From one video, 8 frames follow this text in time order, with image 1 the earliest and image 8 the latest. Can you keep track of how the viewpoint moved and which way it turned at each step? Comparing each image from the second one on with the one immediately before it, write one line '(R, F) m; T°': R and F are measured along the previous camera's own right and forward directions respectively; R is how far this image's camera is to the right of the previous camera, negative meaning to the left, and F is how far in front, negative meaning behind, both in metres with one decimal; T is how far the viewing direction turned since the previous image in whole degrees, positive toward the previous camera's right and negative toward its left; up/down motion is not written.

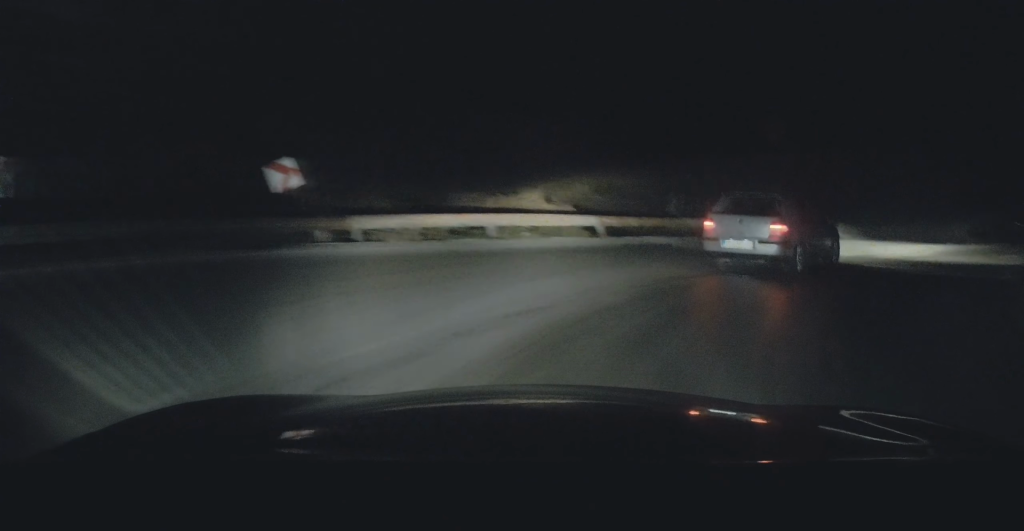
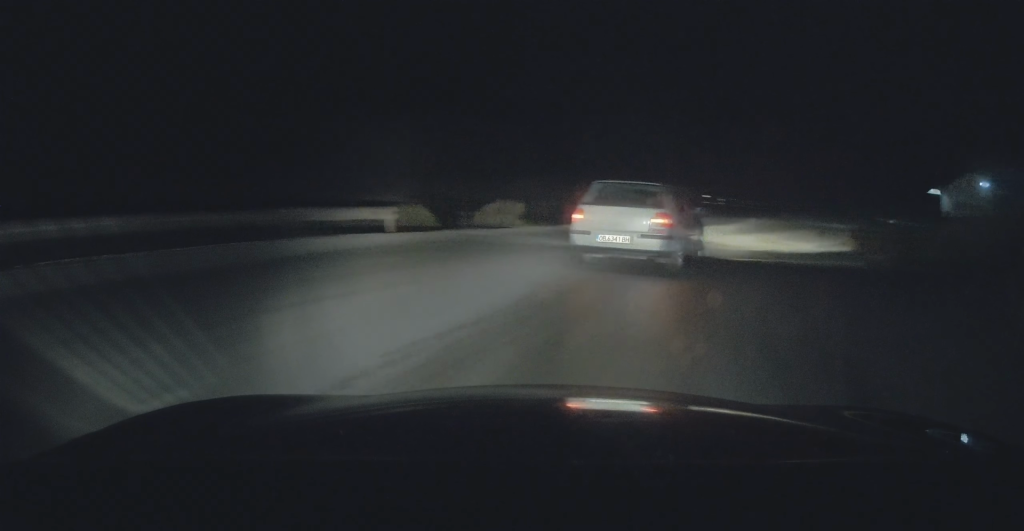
(+2.1, +8.7) m; +27°
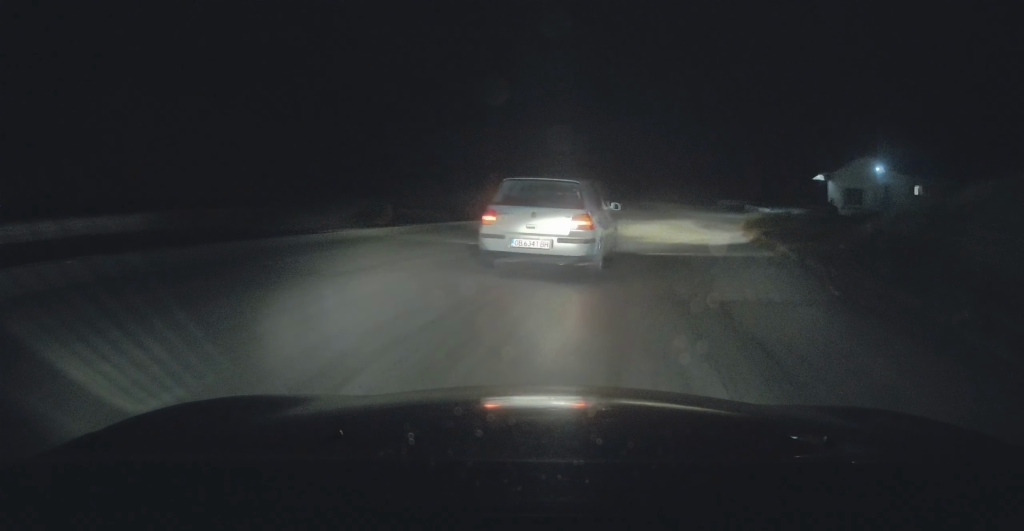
(+0.6, +5.4) m; +14°
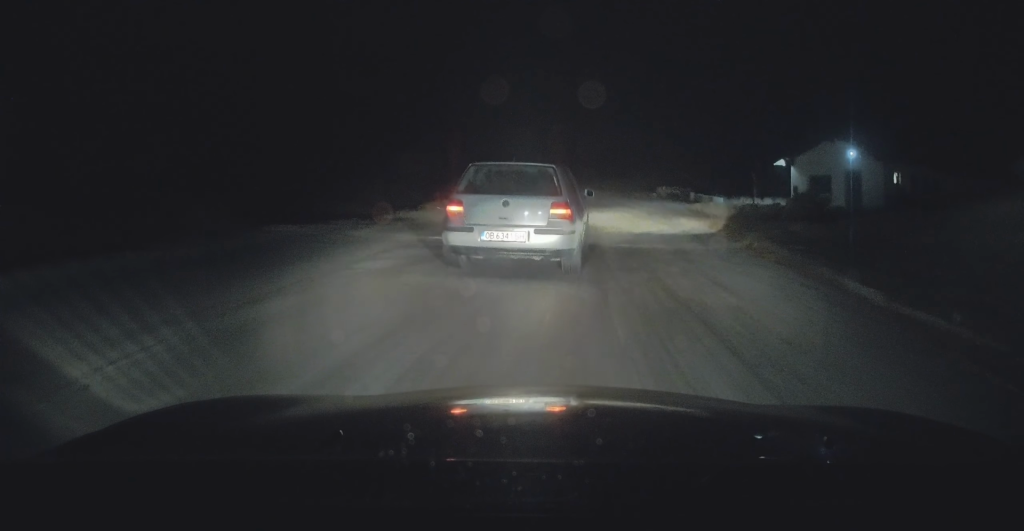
(+0.9, +6.0) m; +10°
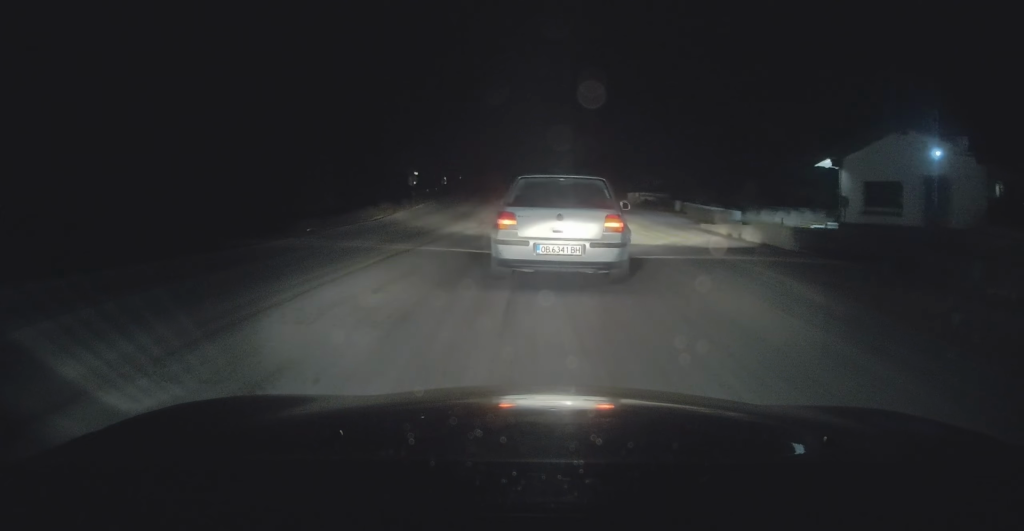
(+1.9, +13.9) m; +9°
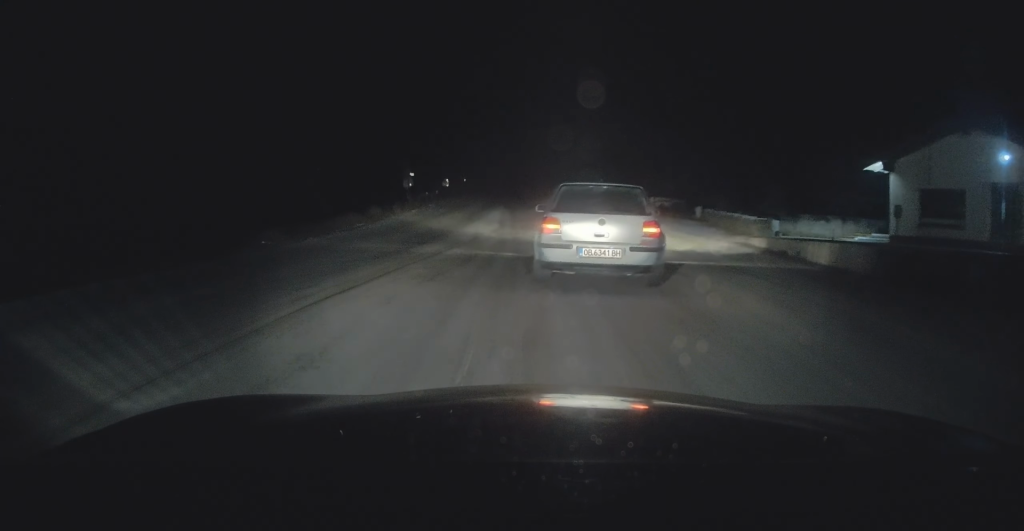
(-0.4, +4.2) m; -1°
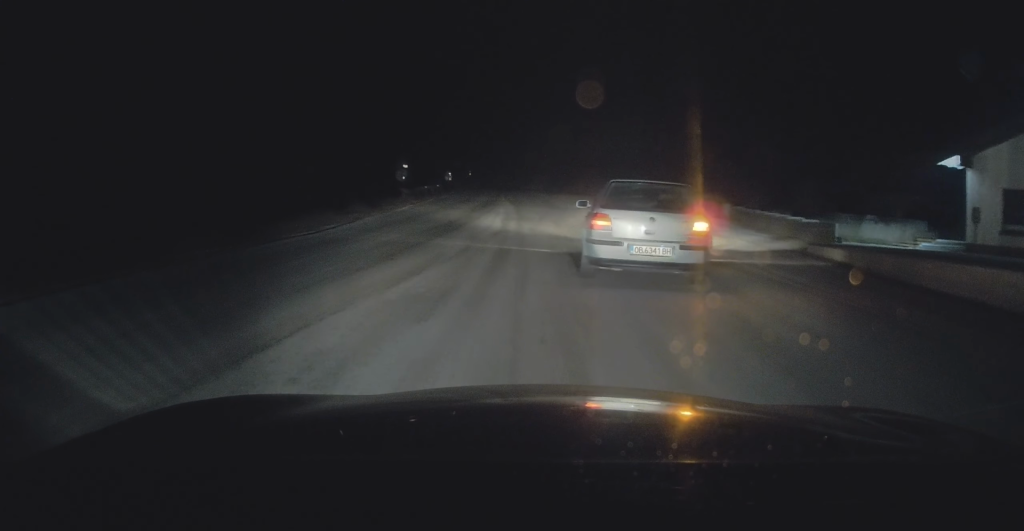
(+0.1, +4.7) m; 0°
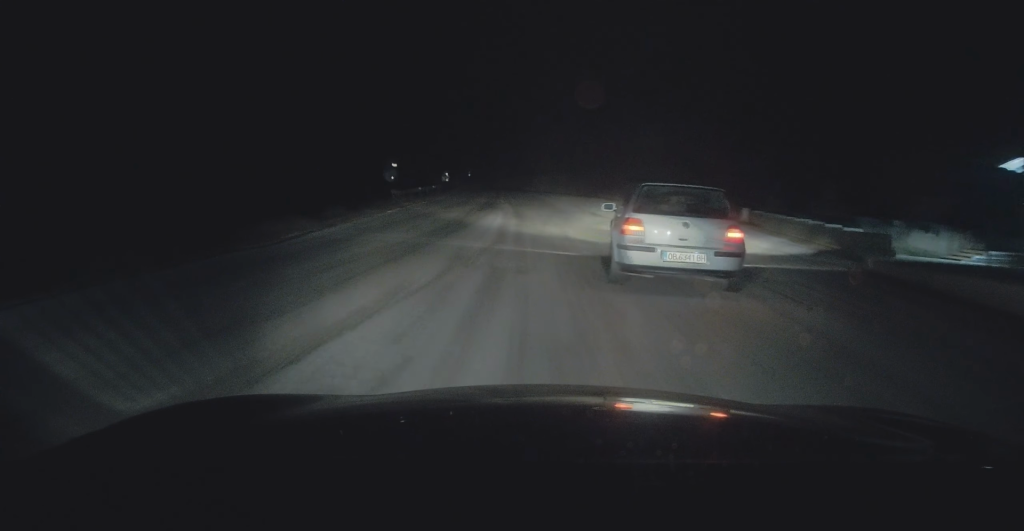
(+0.2, +3.0) m; +1°
